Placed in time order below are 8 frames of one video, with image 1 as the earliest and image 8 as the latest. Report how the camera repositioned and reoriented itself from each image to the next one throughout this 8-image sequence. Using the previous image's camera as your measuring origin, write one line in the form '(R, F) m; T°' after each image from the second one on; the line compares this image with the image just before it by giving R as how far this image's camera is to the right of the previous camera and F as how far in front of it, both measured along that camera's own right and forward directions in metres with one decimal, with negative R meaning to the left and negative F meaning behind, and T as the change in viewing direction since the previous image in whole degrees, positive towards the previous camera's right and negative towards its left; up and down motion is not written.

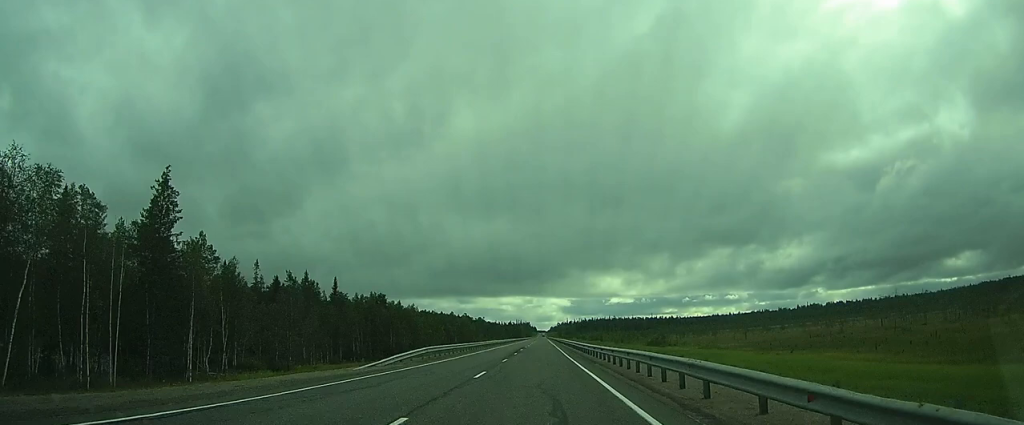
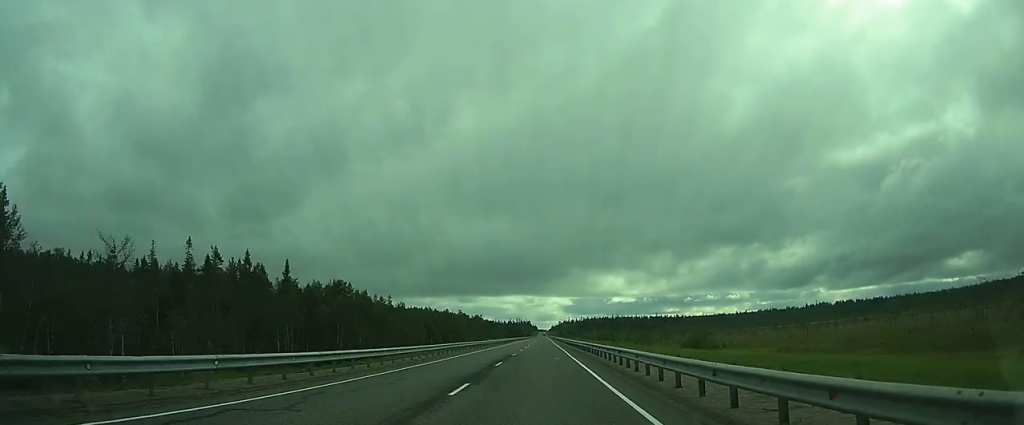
(0.0, +25.3) m; 0°
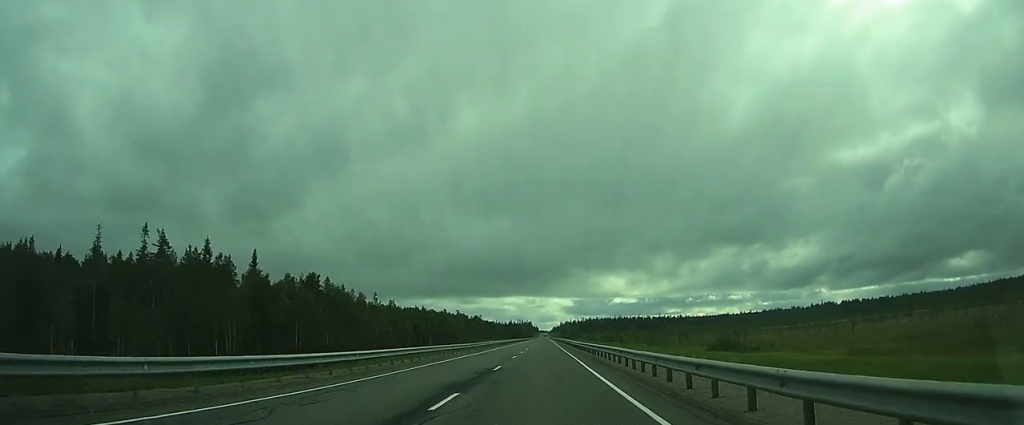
(0.0, +13.7) m; 0°
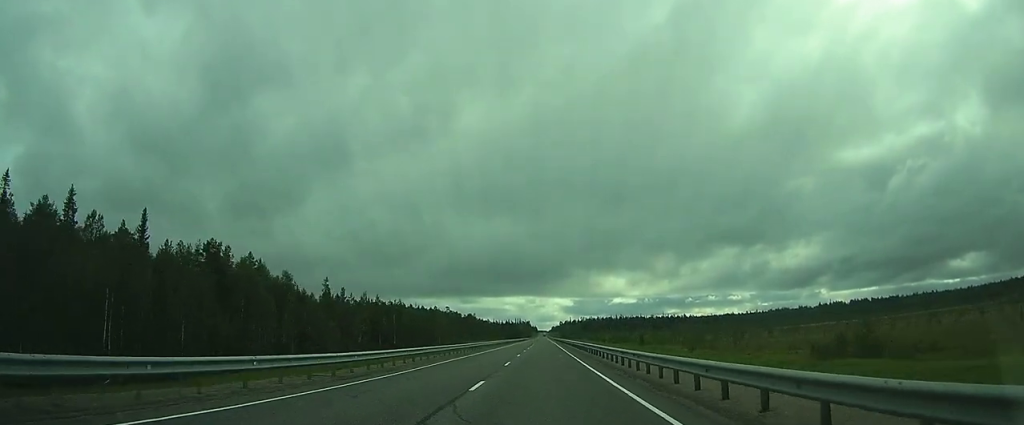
(0.0, +33.3) m; 0°
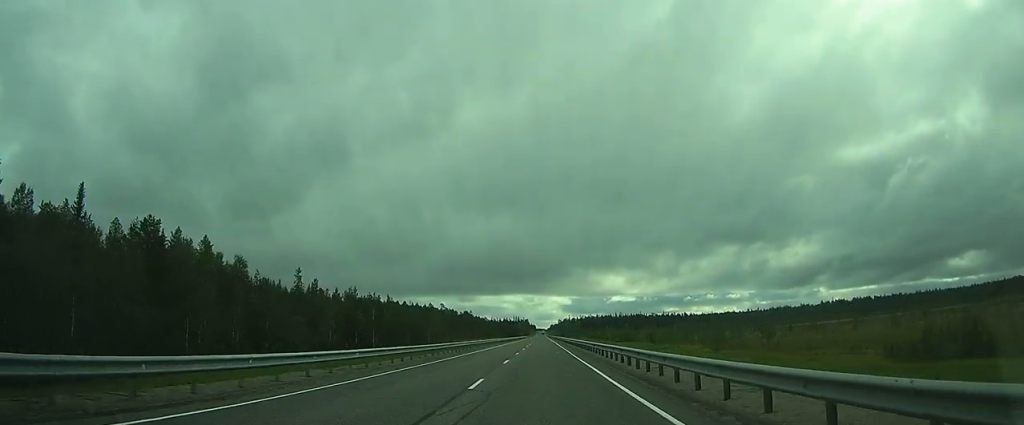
(0.0, +14.5) m; 0°
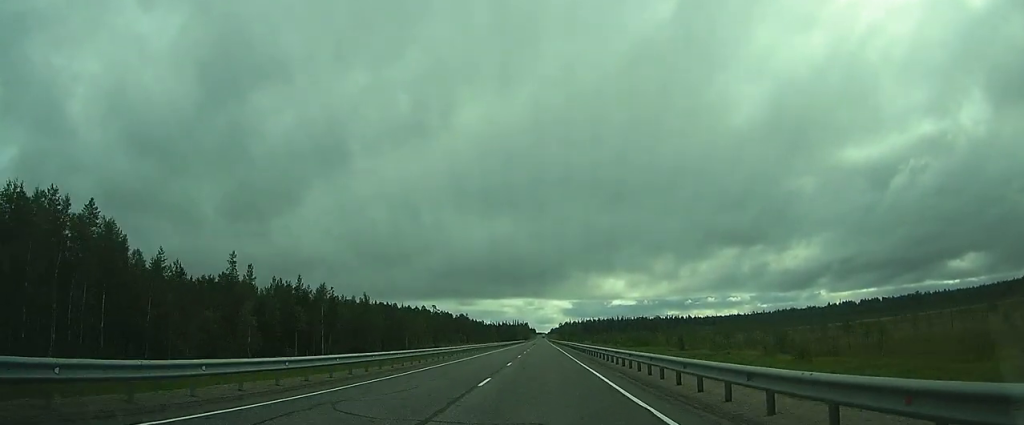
(-0.1, +27.6) m; 0°
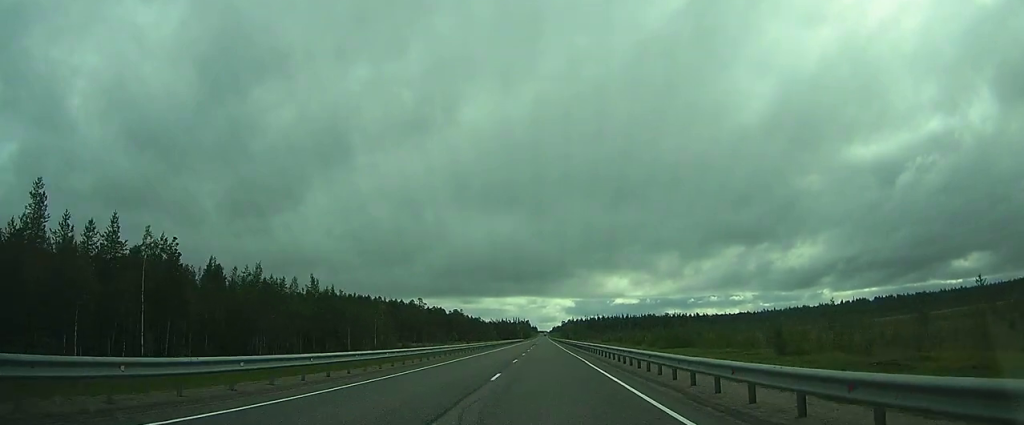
(-0.3, +41.3) m; -1°
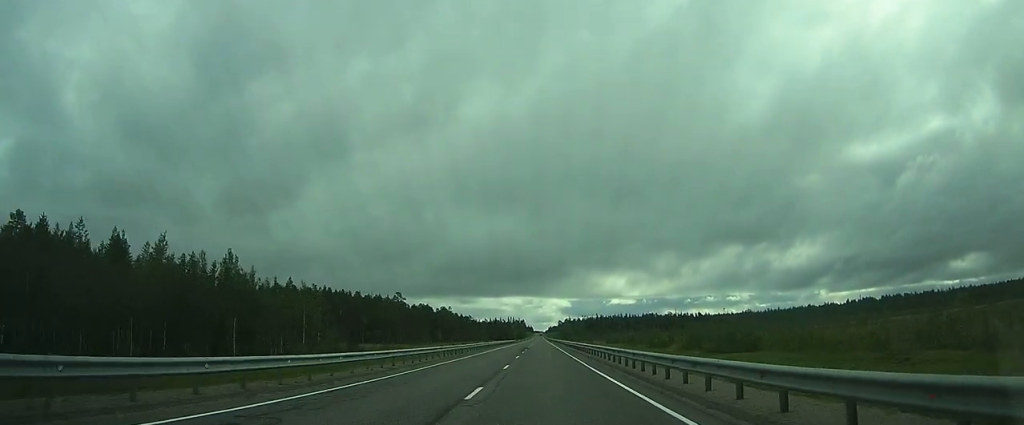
(-0.1, +29.9) m; +1°
